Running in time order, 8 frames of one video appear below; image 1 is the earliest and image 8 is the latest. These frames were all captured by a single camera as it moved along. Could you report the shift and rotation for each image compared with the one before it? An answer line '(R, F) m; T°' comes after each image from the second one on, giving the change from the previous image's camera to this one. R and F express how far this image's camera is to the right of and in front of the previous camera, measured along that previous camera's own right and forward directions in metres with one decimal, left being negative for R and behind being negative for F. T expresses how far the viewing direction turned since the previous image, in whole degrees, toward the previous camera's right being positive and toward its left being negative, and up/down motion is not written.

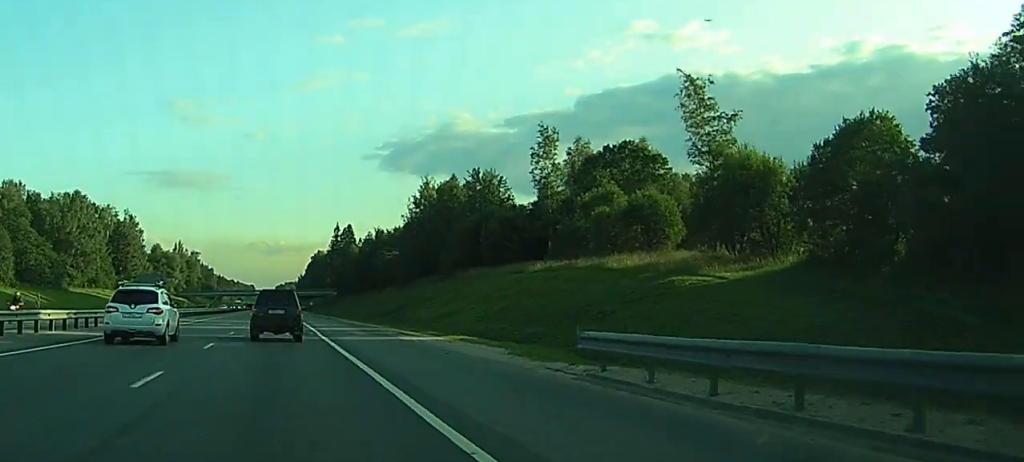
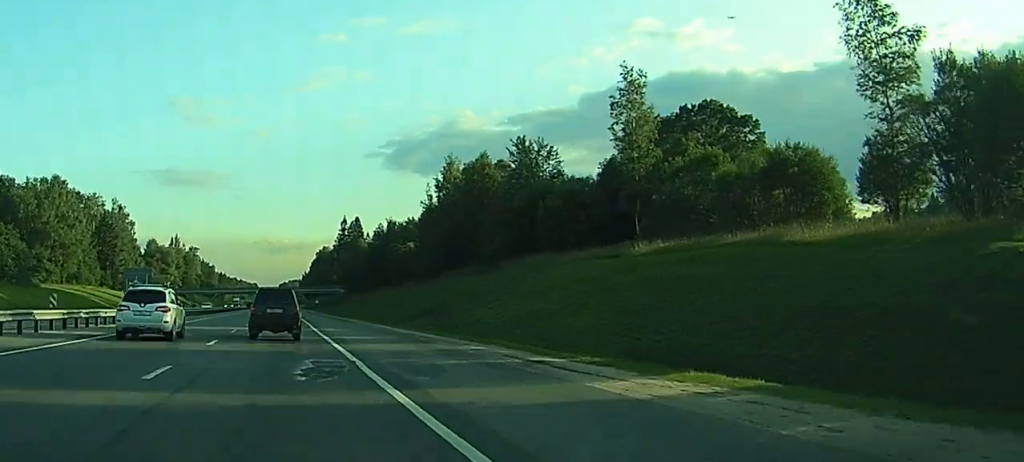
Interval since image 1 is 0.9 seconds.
(+0.1, +21.6) m; 0°
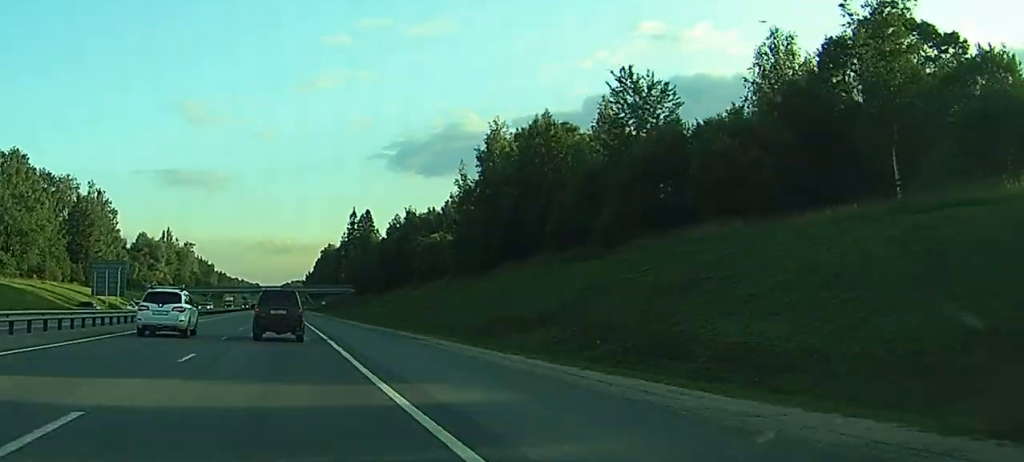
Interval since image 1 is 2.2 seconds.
(+0.3, +30.4) m; 0°
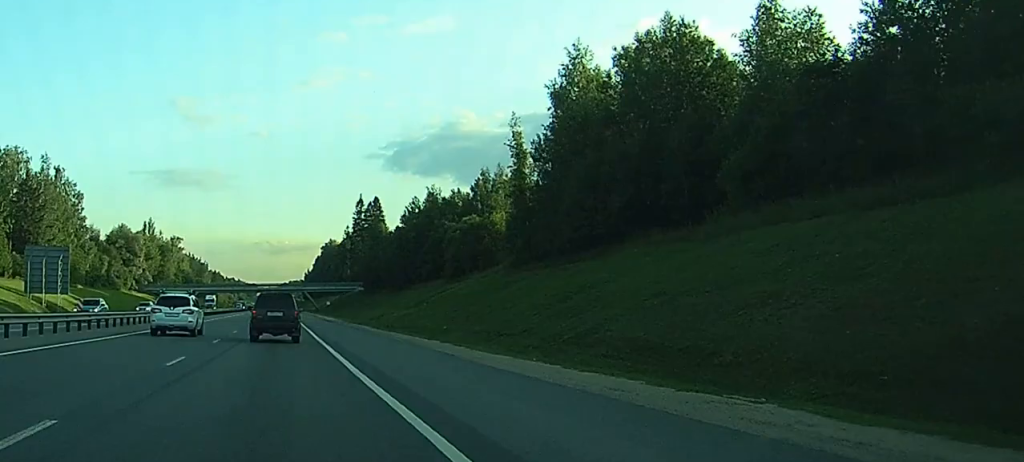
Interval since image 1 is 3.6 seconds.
(-0.6, +35.3) m; -1°
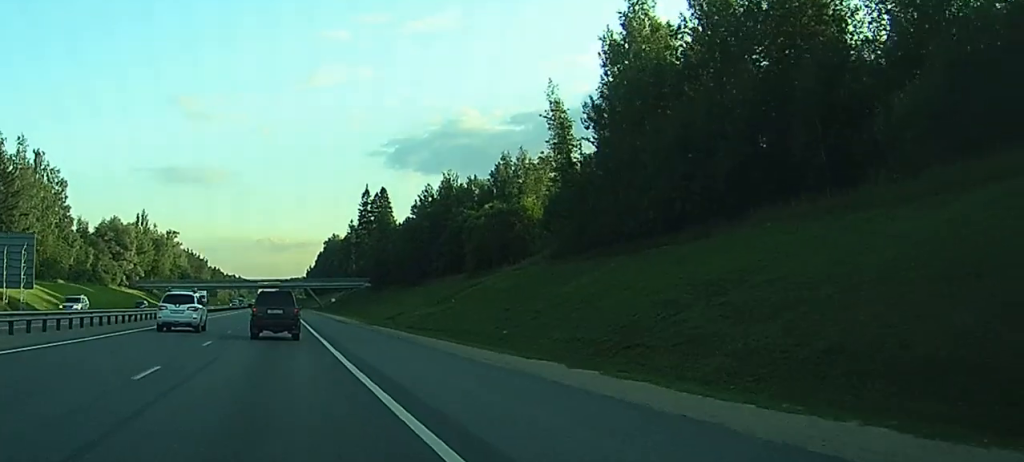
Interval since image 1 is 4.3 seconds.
(+0.1, +15.4) m; 0°
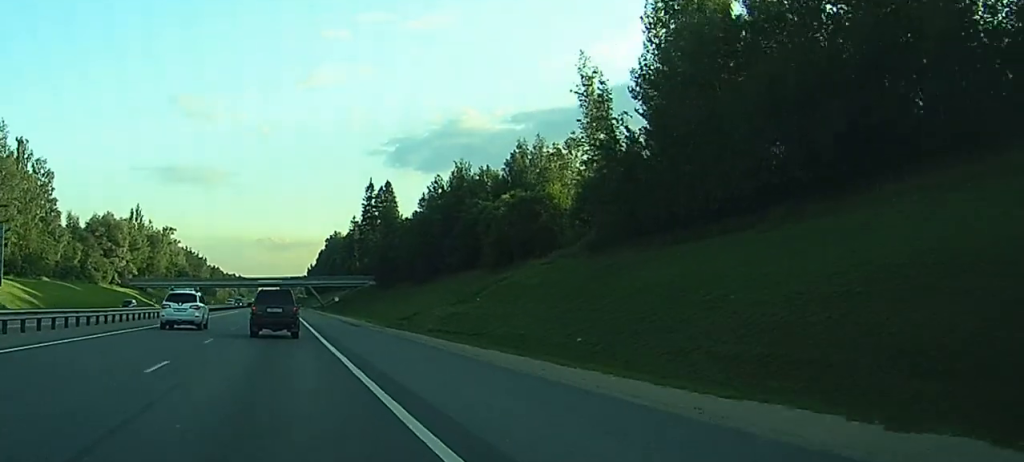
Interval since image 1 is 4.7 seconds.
(0.0, +10.5) m; 0°
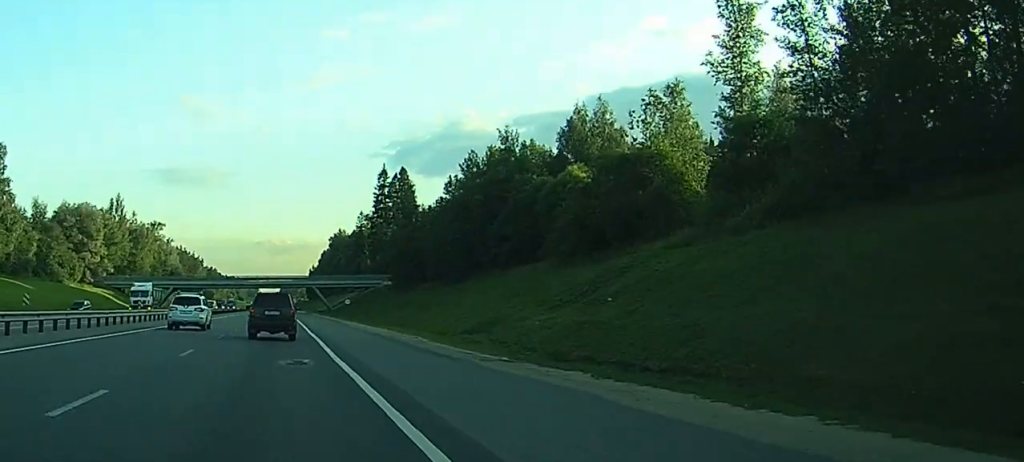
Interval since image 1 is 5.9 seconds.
(-0.1, +29.3) m; 0°
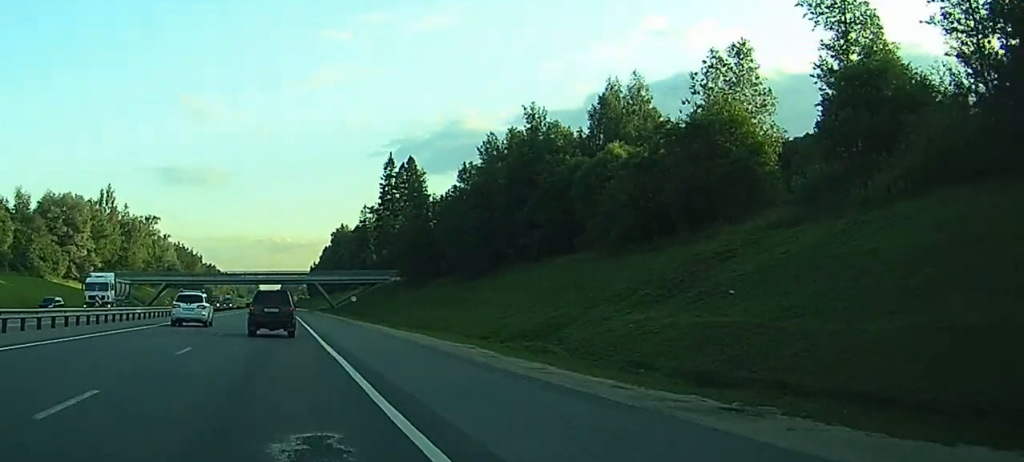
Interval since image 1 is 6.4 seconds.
(0.0, +12.2) m; 0°
